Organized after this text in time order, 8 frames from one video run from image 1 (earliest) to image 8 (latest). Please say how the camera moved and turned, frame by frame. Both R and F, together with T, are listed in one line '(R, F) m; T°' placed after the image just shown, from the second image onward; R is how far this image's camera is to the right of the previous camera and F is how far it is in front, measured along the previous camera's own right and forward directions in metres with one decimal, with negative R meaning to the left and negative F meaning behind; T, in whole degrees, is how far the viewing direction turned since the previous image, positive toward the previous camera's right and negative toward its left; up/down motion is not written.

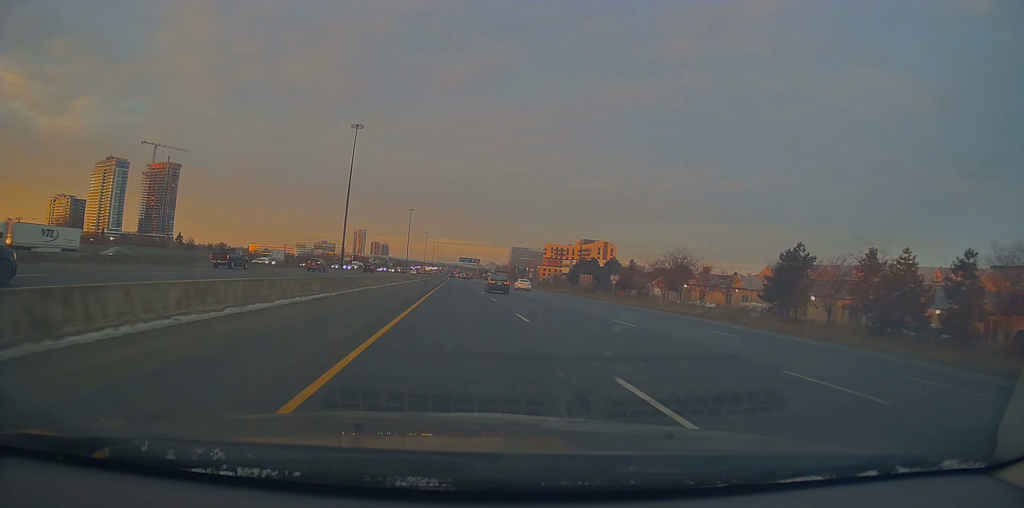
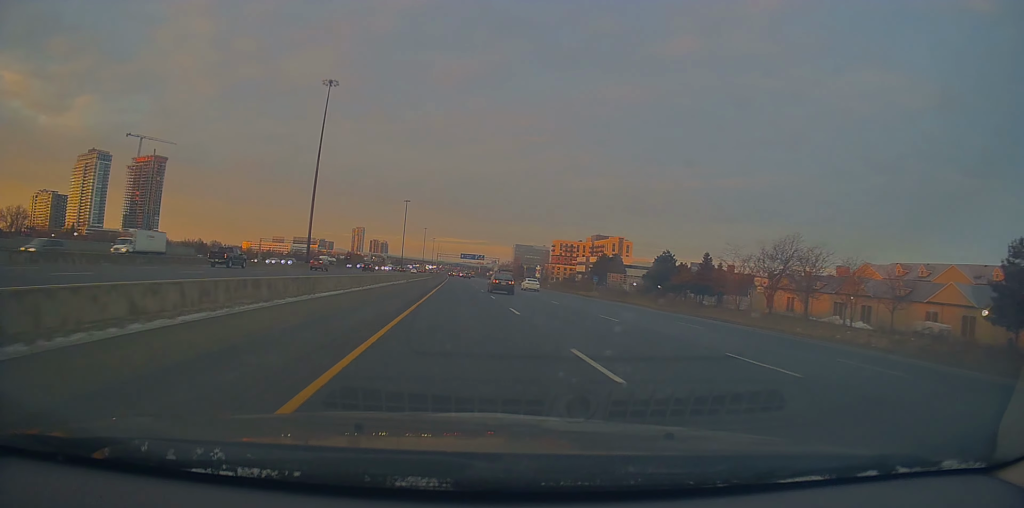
(+0.3, +32.8) m; 0°
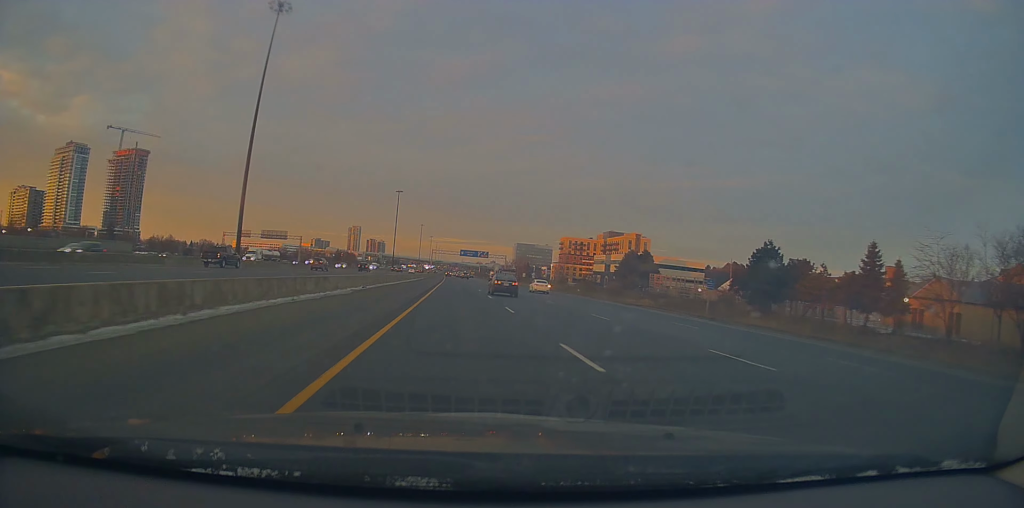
(-0.3, +34.3) m; 0°
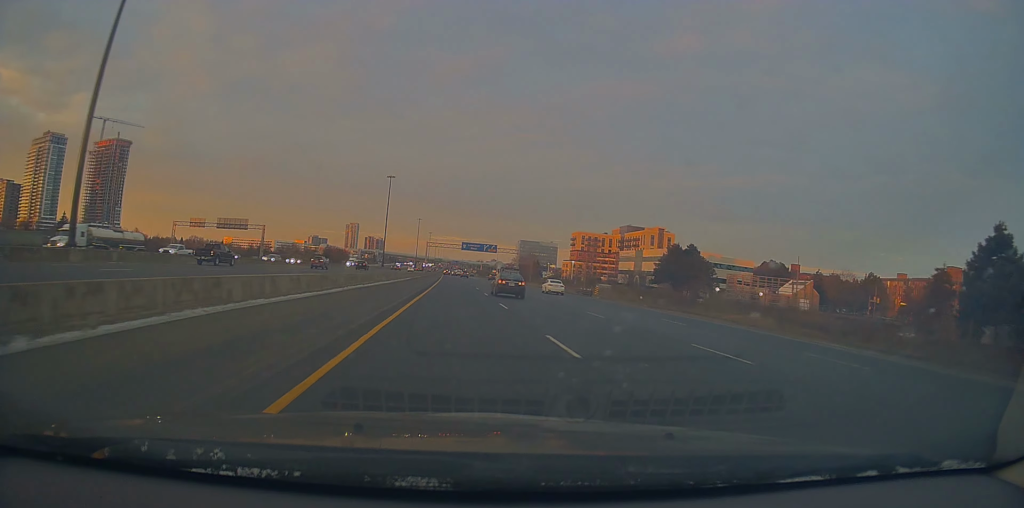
(+0.1, +35.0) m; 0°
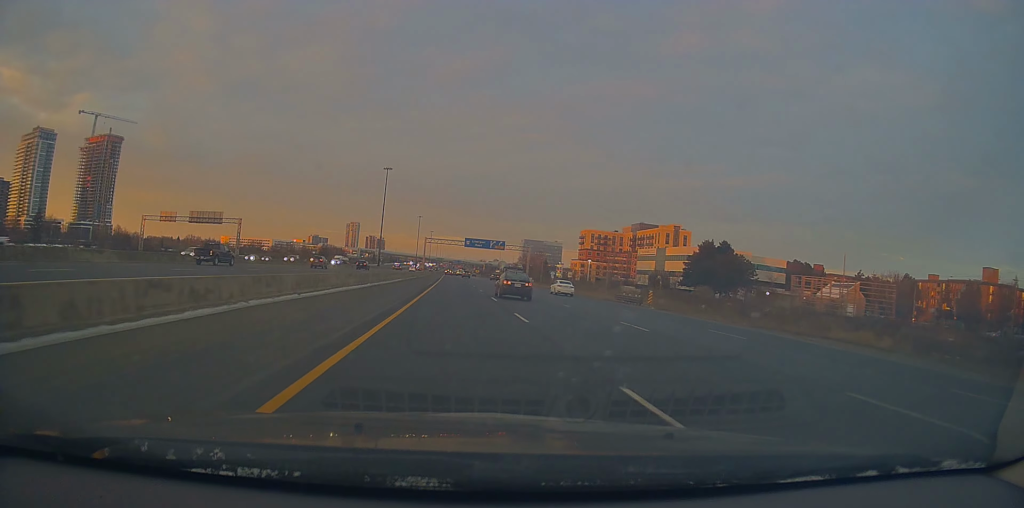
(0.0, +17.6) m; 0°
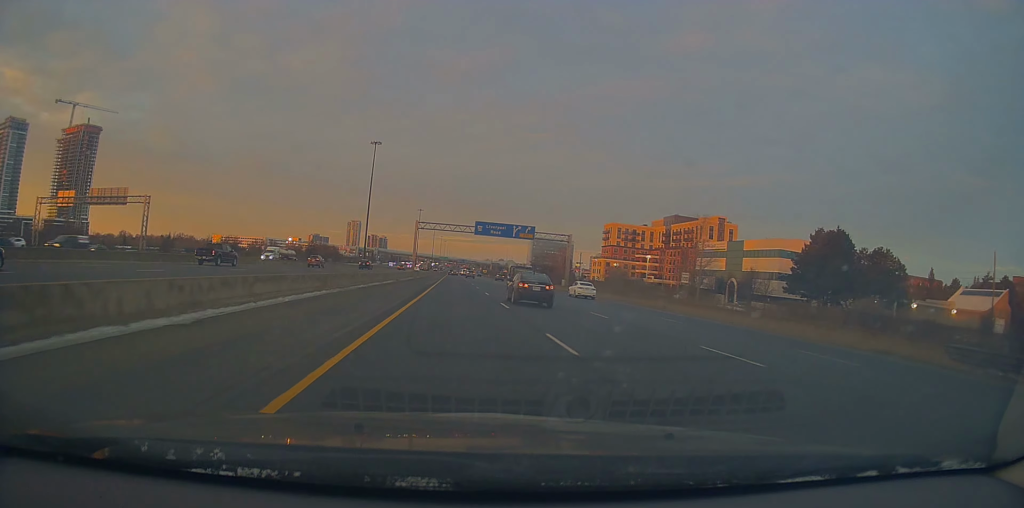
(-0.4, +42.0) m; -1°
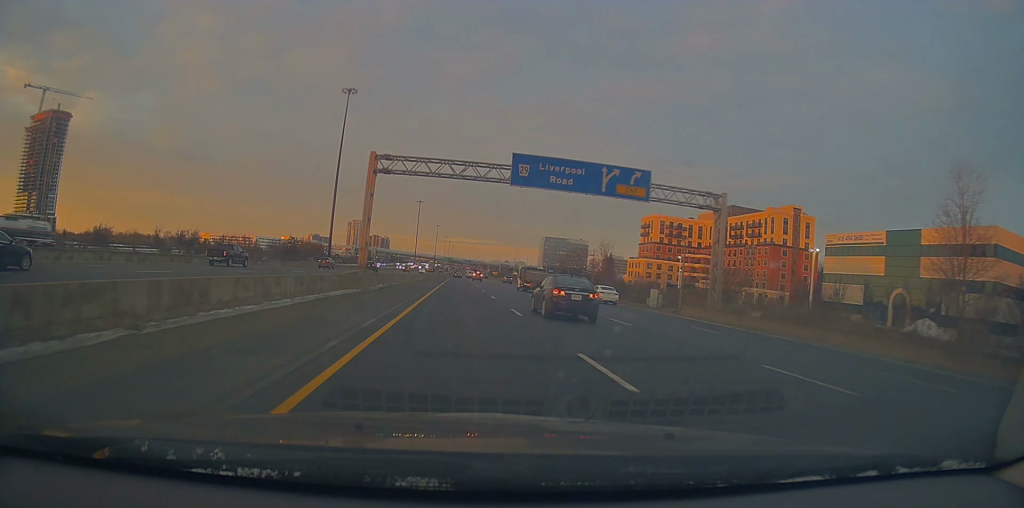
(0.0, +50.7) m; +1°
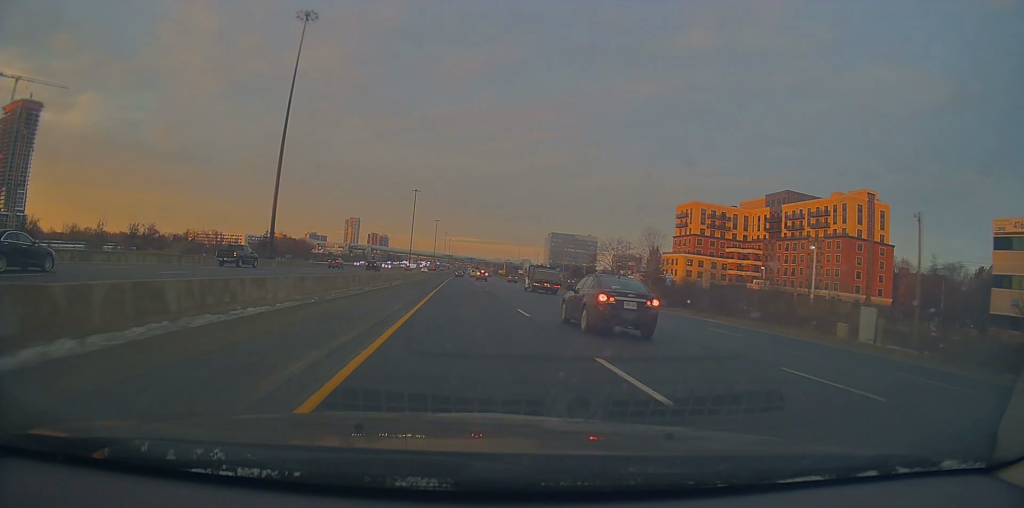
(+0.2, +36.5) m; -1°
